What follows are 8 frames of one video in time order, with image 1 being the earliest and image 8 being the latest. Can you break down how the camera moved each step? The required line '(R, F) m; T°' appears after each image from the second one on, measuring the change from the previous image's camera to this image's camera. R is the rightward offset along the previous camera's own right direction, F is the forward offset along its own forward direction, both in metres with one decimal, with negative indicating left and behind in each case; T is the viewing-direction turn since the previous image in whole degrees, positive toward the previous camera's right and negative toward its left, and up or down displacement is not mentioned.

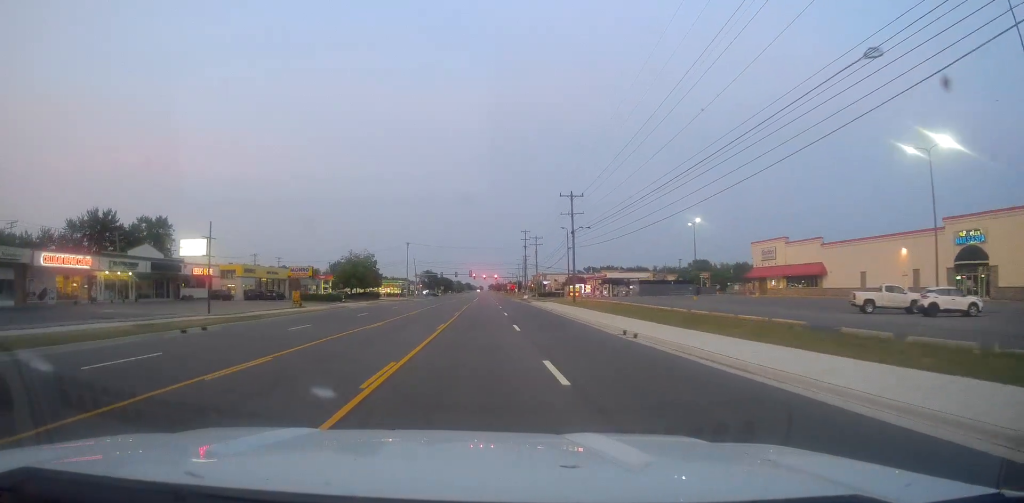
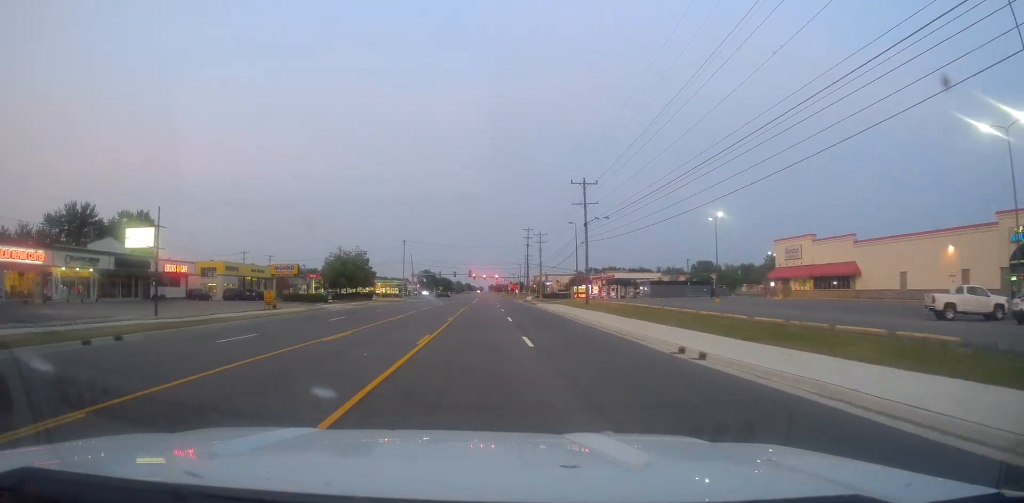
(0.0, +7.6) m; 0°
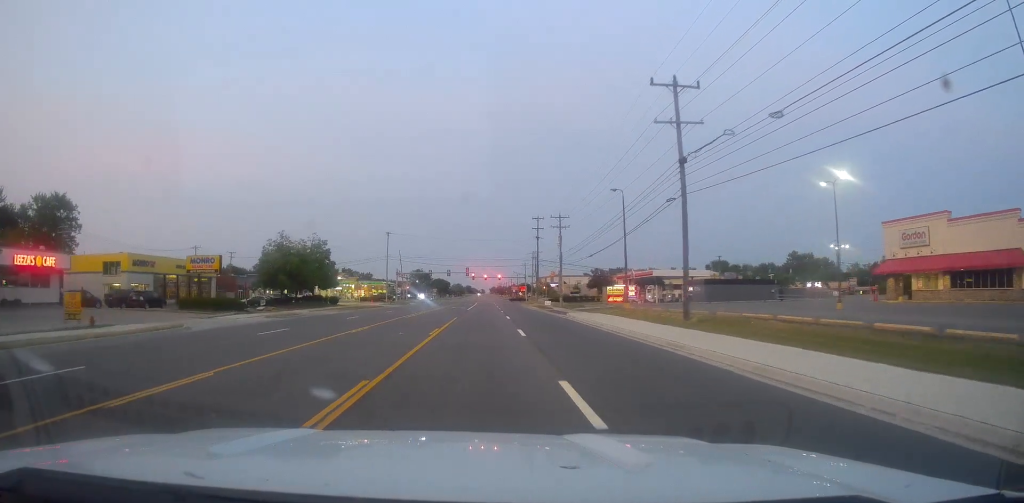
(-0.1, +27.1) m; -1°
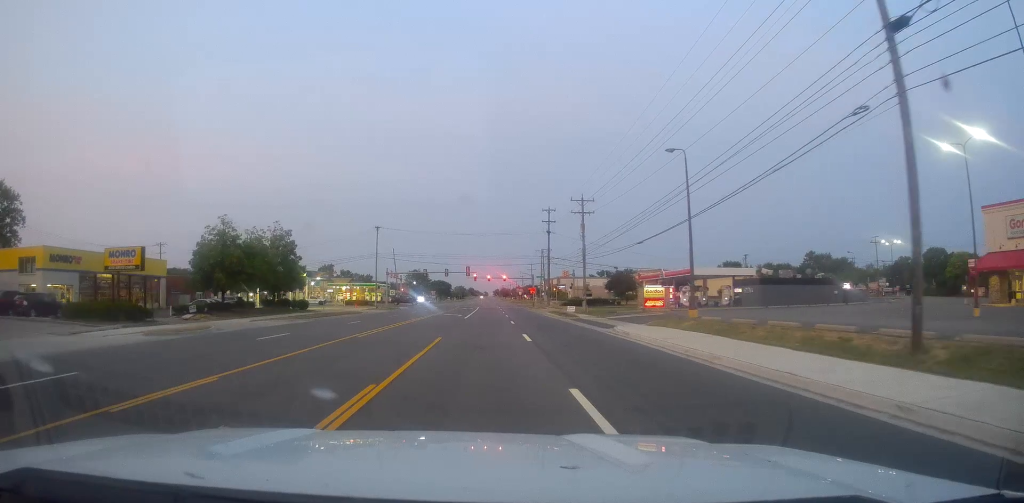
(-0.3, +16.7) m; -1°
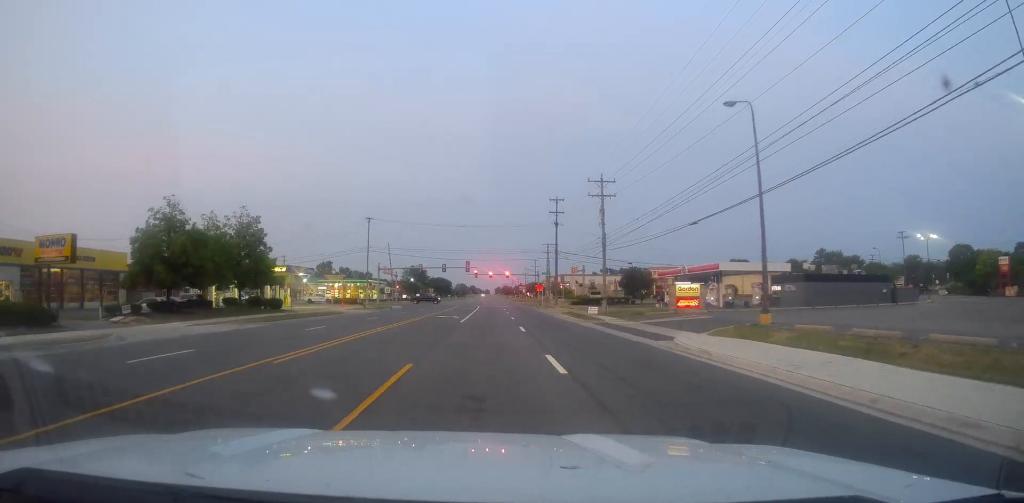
(-0.3, +10.4) m; 0°
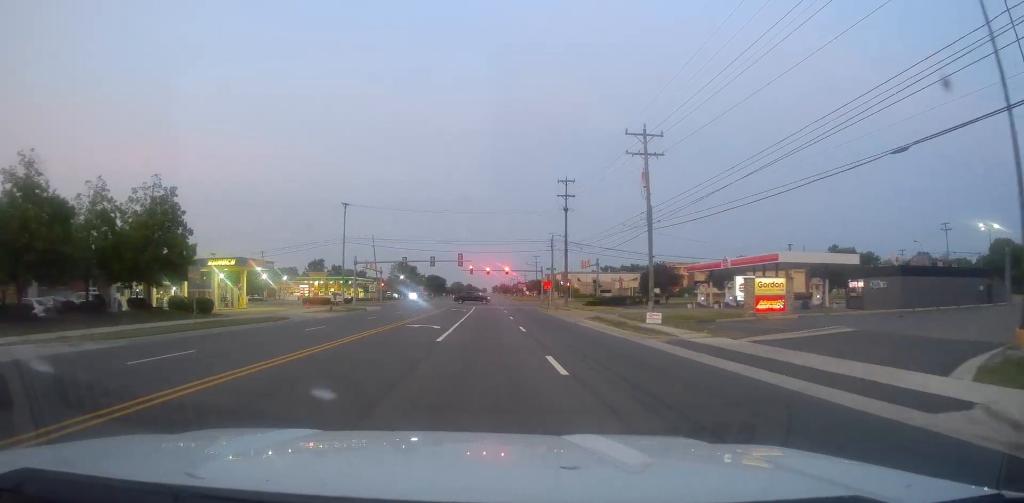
(+0.7, +17.6) m; 0°
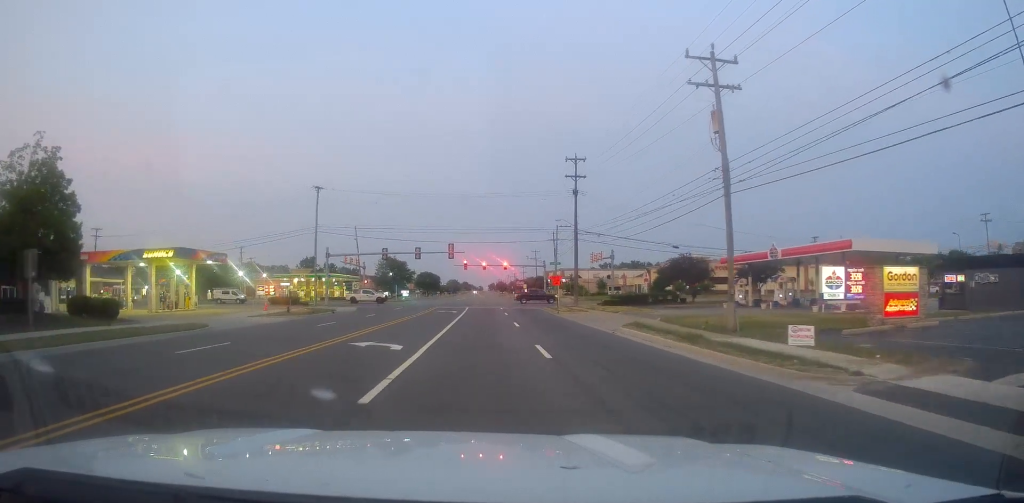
(-0.7, +14.7) m; 0°
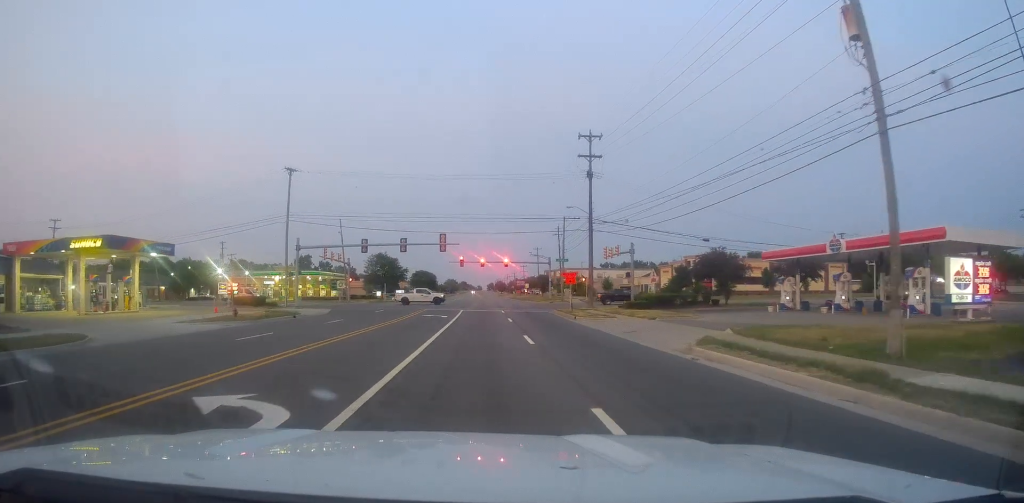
(+0.5, +12.1) m; +1°
